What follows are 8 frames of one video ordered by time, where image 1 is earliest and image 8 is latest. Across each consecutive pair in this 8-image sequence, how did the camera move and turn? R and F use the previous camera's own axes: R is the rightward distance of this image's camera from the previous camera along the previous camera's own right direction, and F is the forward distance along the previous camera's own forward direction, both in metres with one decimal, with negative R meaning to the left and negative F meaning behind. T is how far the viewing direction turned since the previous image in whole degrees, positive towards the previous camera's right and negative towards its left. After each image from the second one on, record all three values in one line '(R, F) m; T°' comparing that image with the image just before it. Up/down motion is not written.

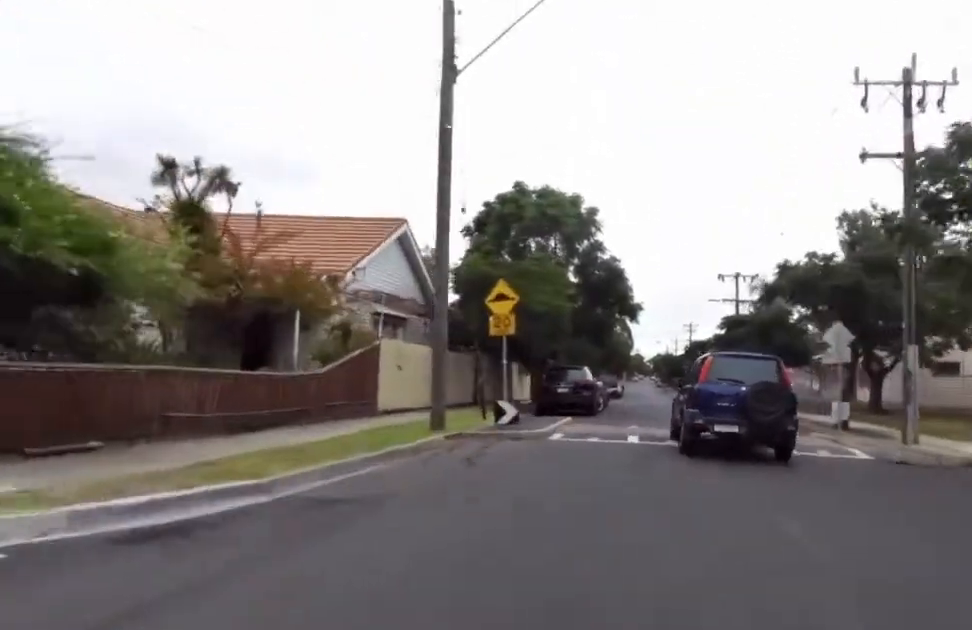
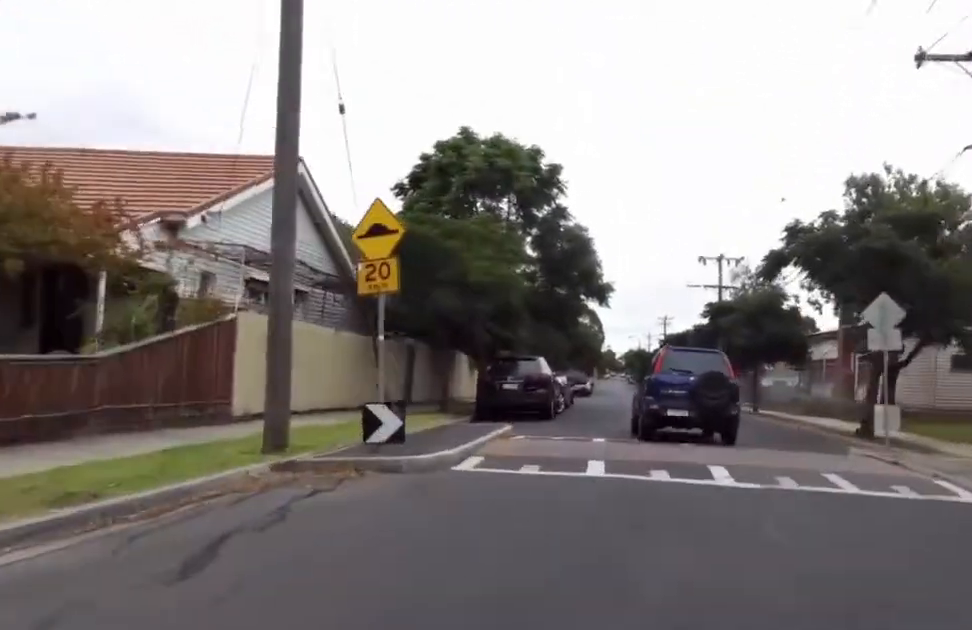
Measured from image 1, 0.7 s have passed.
(+0.7, +5.6) m; +1°
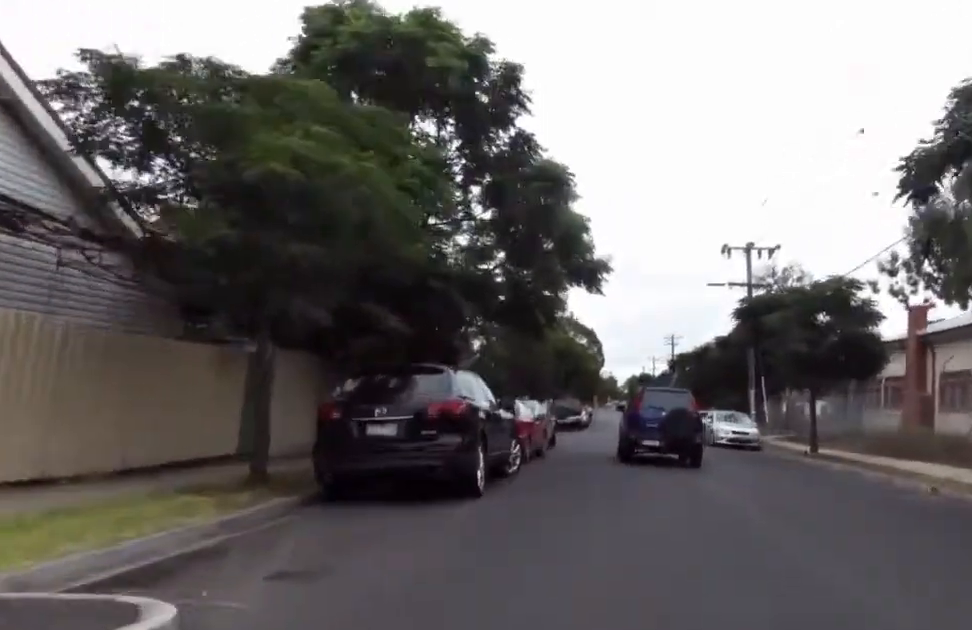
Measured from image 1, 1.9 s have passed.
(-0.6, +10.1) m; 0°
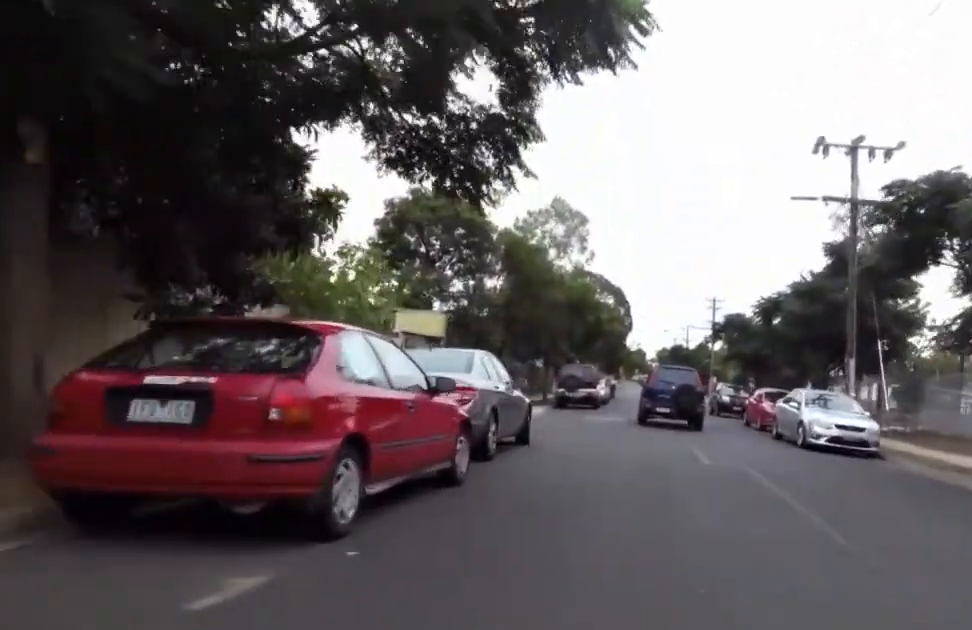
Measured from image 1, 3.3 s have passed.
(+0.1, +11.8) m; -1°
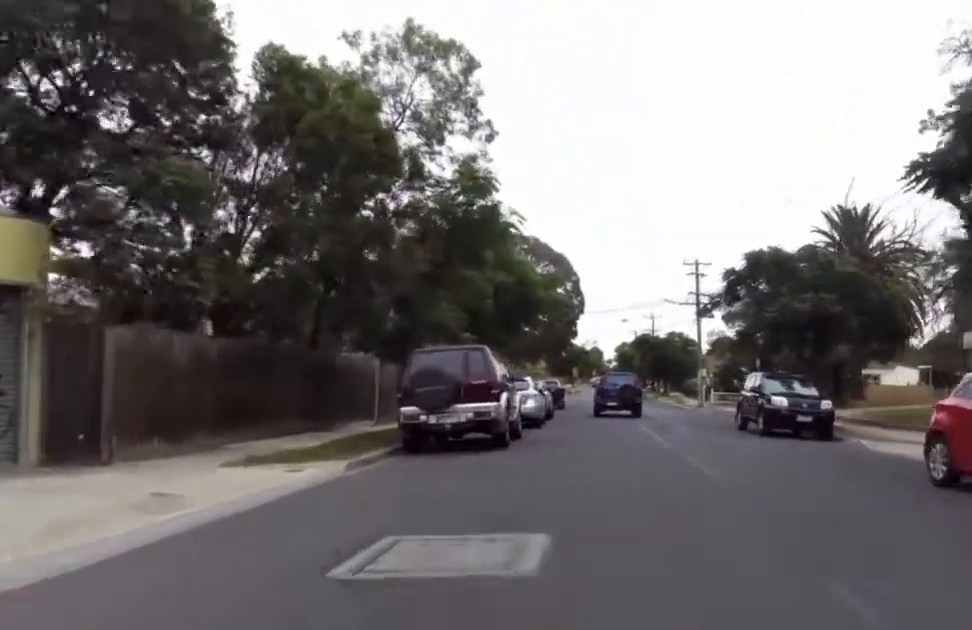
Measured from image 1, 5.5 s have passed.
(0.0, +19.0) m; 0°
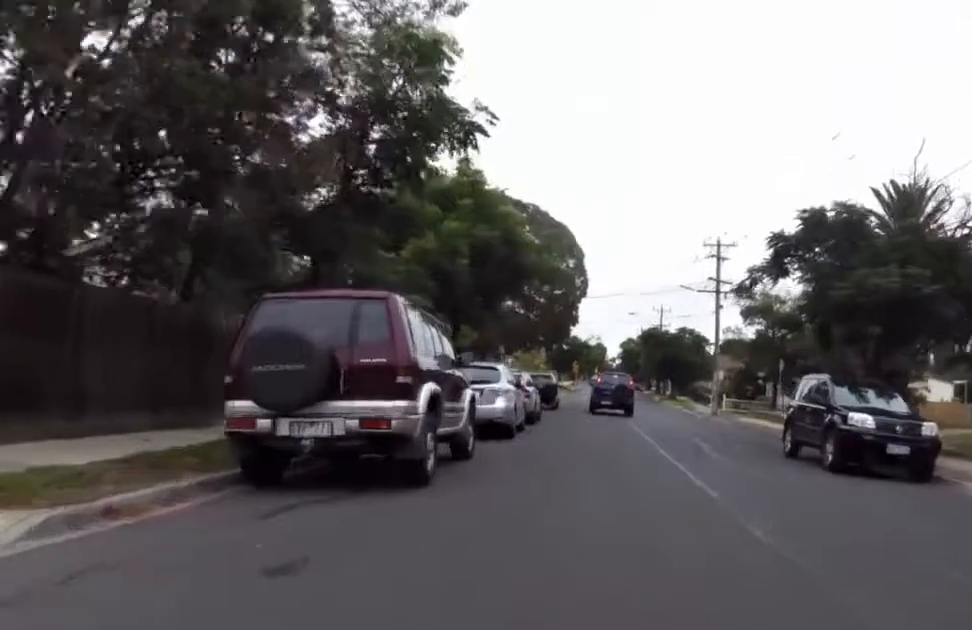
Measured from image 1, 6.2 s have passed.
(+0.1, +5.9) m; +2°
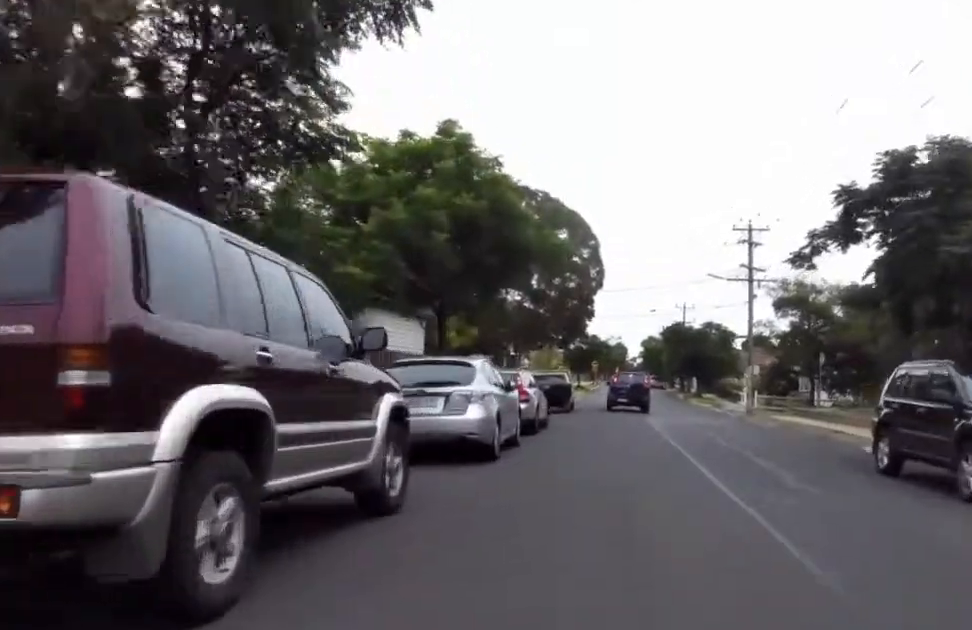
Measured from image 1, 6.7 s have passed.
(+0.3, +4.5) m; +3°
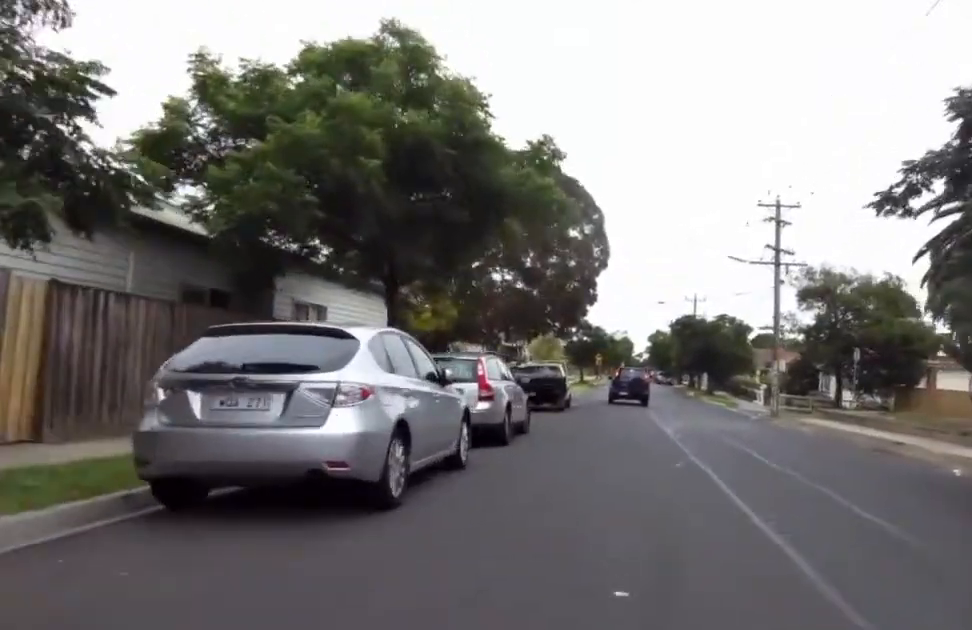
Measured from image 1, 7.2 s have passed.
(+0.1, +4.5) m; -2°
